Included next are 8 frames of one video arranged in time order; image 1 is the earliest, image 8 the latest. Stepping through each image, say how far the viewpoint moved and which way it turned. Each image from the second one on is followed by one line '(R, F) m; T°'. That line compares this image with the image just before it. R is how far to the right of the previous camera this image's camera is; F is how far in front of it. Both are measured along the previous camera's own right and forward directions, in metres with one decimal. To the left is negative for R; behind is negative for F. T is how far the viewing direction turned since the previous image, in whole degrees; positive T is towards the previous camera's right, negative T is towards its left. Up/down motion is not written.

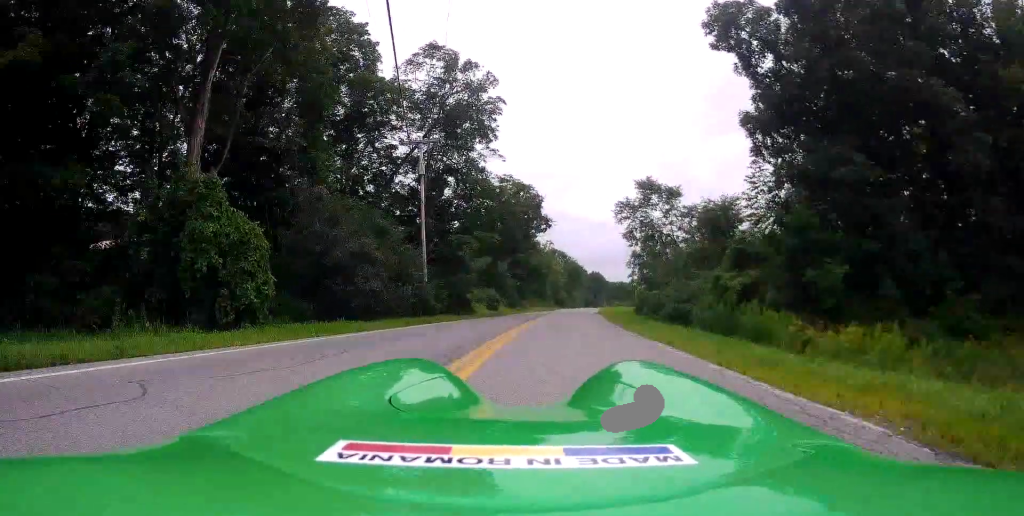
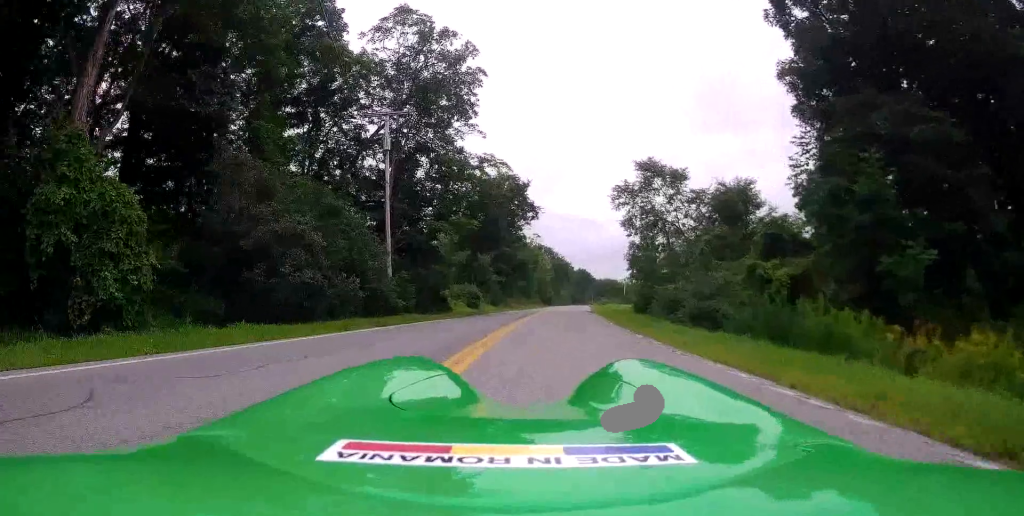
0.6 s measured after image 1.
(0.0, +5.3) m; 0°
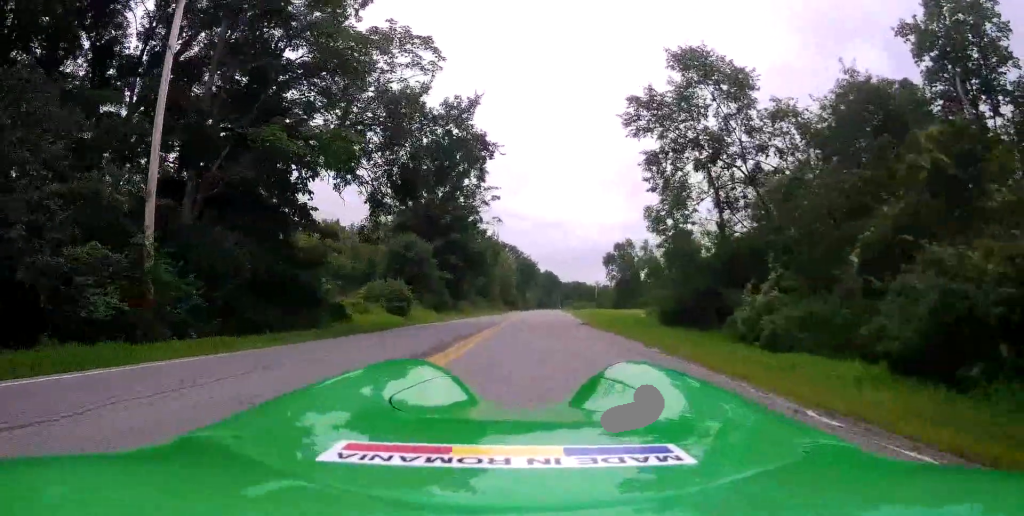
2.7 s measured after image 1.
(0.0, +16.9) m; 0°
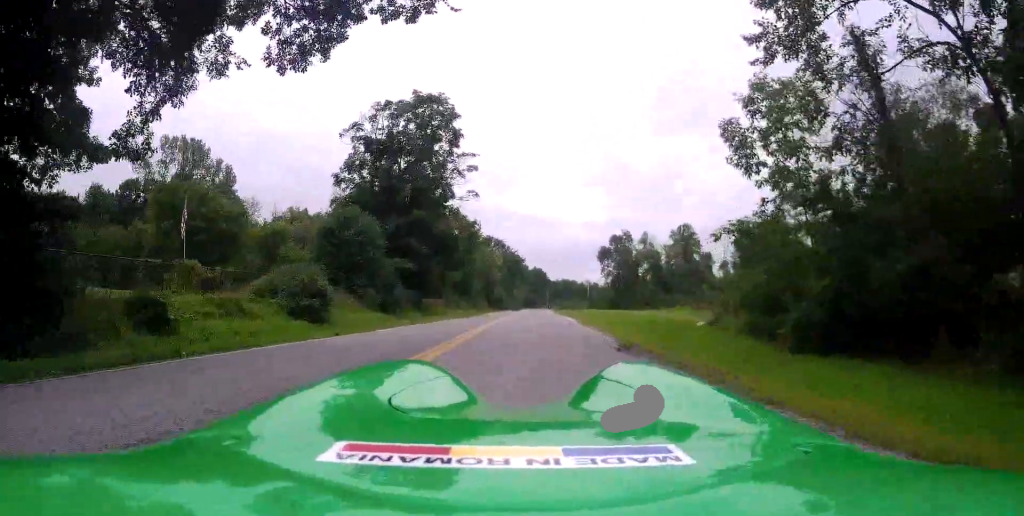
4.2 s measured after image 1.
(0.0, +12.5) m; 0°
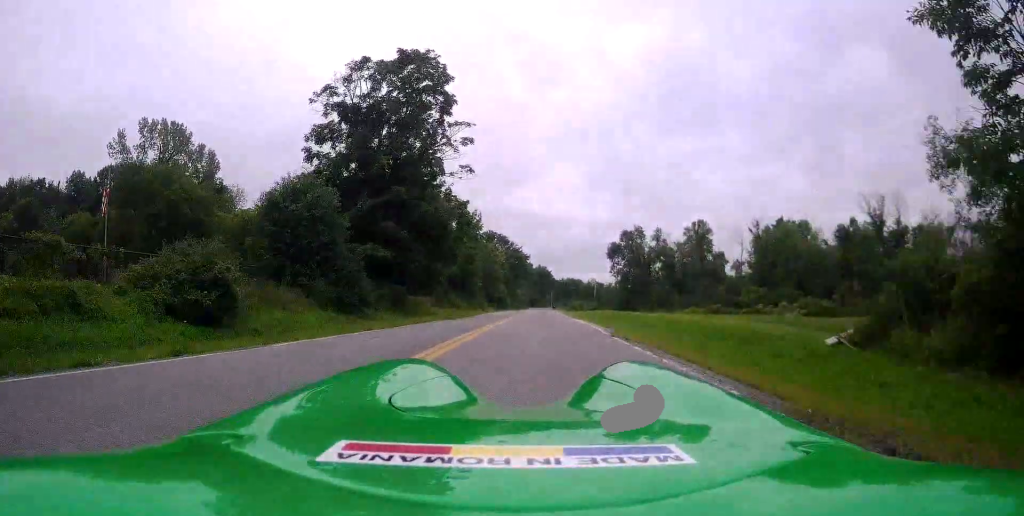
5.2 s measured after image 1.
(0.0, +7.9) m; +3°
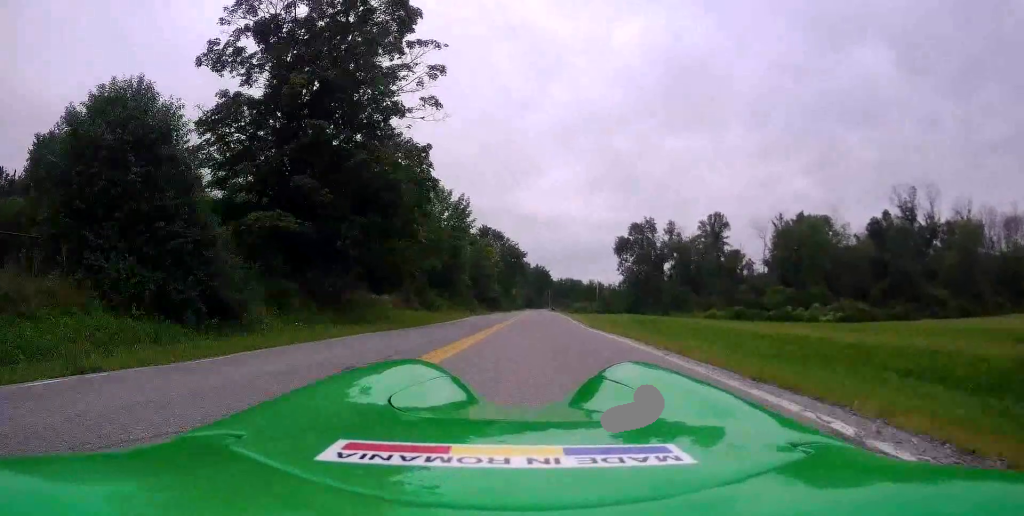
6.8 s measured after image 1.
(+0.4, +12.2) m; -1°
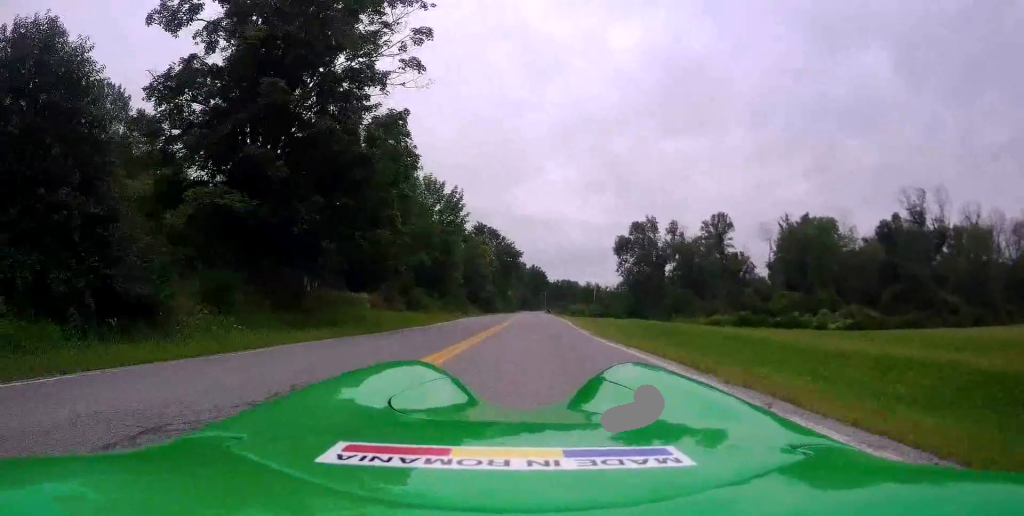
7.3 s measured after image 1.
(-0.3, +3.8) m; -2°
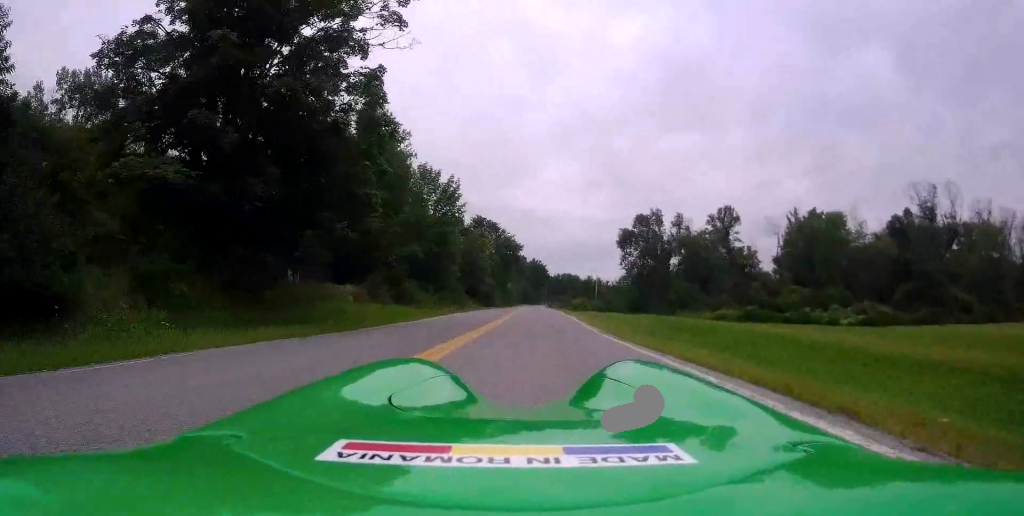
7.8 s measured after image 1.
(-0.1, +3.5) m; 0°
